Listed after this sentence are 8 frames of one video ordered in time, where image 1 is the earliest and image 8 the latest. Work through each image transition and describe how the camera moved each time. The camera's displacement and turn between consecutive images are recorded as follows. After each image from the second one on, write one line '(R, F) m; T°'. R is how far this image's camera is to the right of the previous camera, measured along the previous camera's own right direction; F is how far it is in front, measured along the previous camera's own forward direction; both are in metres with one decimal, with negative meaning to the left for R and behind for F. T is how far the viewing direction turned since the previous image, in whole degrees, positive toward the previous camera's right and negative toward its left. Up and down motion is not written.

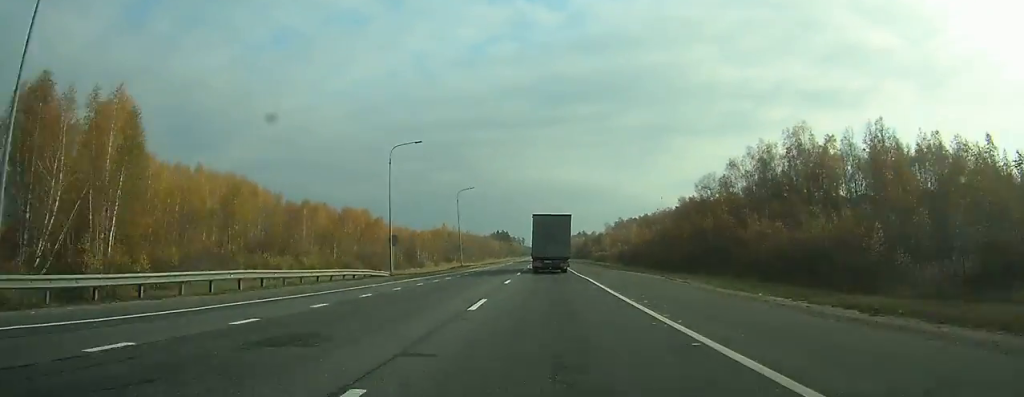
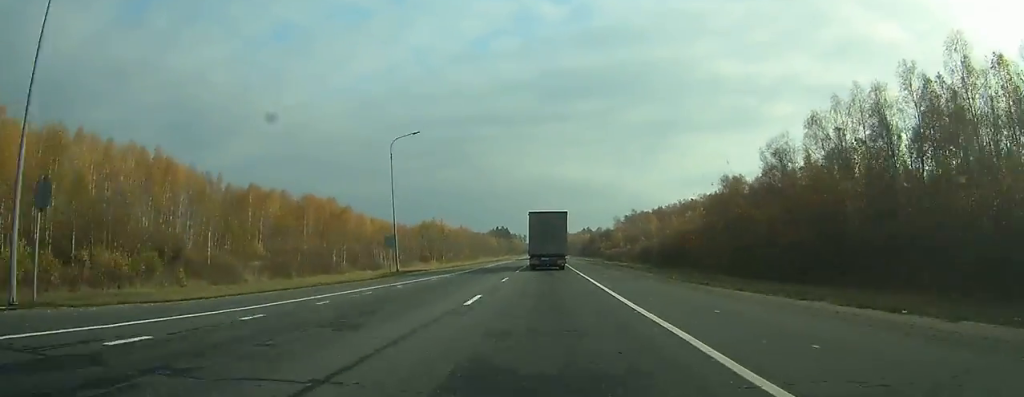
(+0.1, +33.5) m; 0°
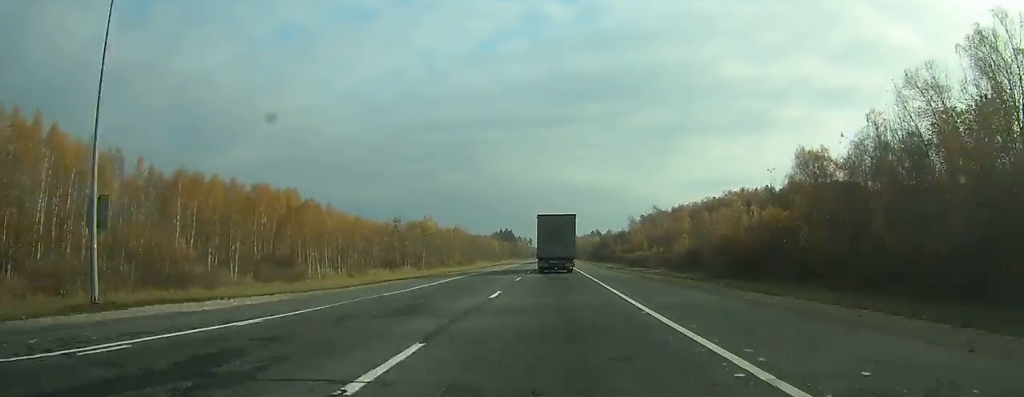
(+0.1, +30.3) m; 0°
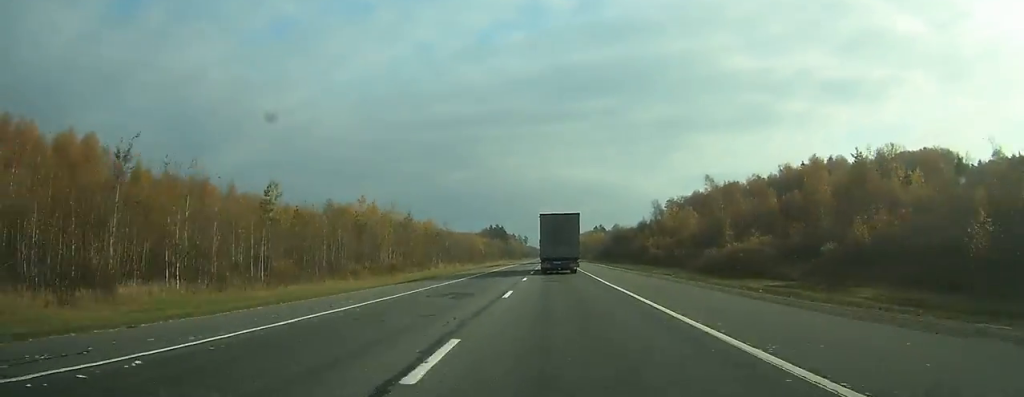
(-0.1, +69.2) m; 0°
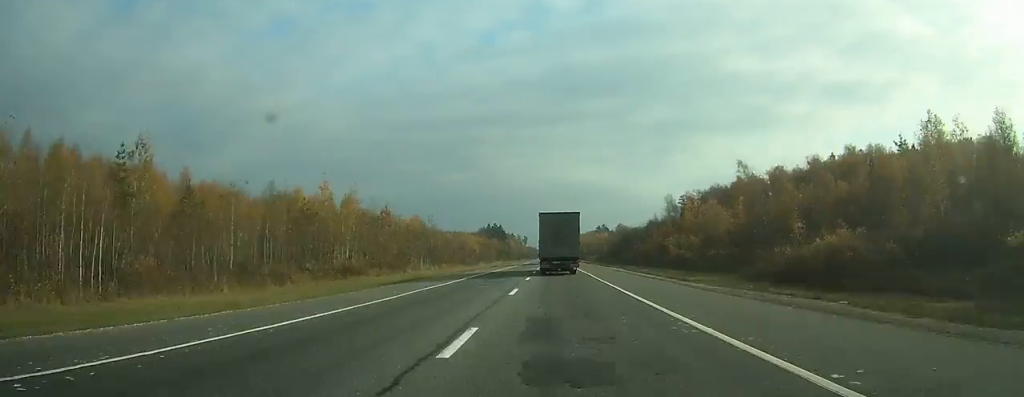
(0.0, +22.8) m; 0°
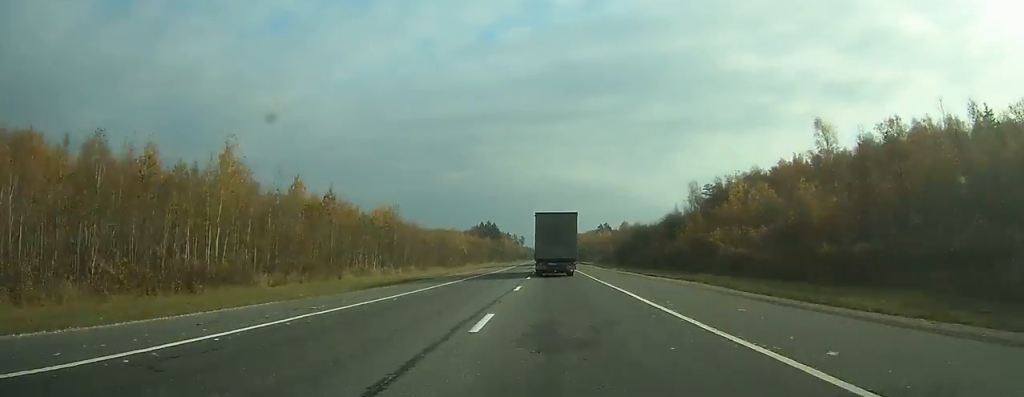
(+0.1, +35.8) m; 0°
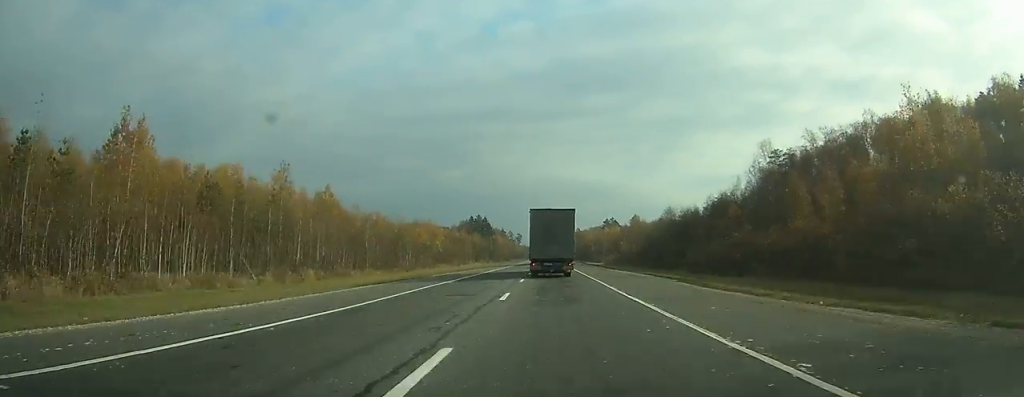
(+0.2, +57.5) m; 0°
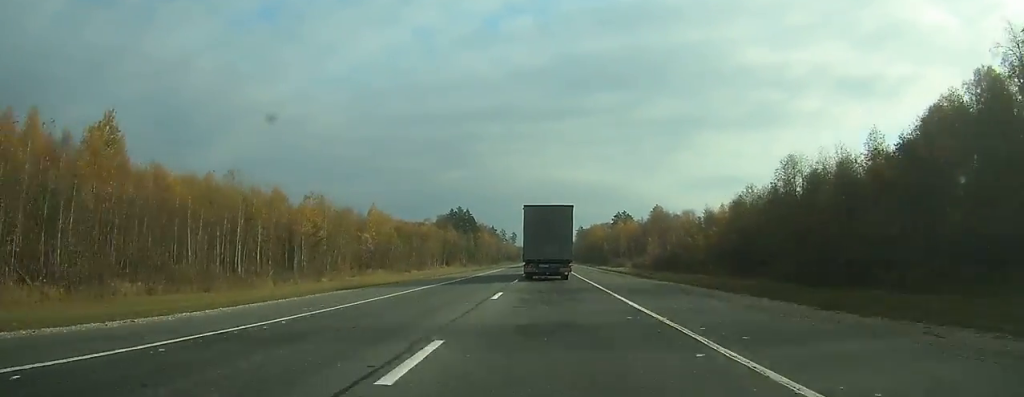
(+0.3, +76.1) m; 0°
